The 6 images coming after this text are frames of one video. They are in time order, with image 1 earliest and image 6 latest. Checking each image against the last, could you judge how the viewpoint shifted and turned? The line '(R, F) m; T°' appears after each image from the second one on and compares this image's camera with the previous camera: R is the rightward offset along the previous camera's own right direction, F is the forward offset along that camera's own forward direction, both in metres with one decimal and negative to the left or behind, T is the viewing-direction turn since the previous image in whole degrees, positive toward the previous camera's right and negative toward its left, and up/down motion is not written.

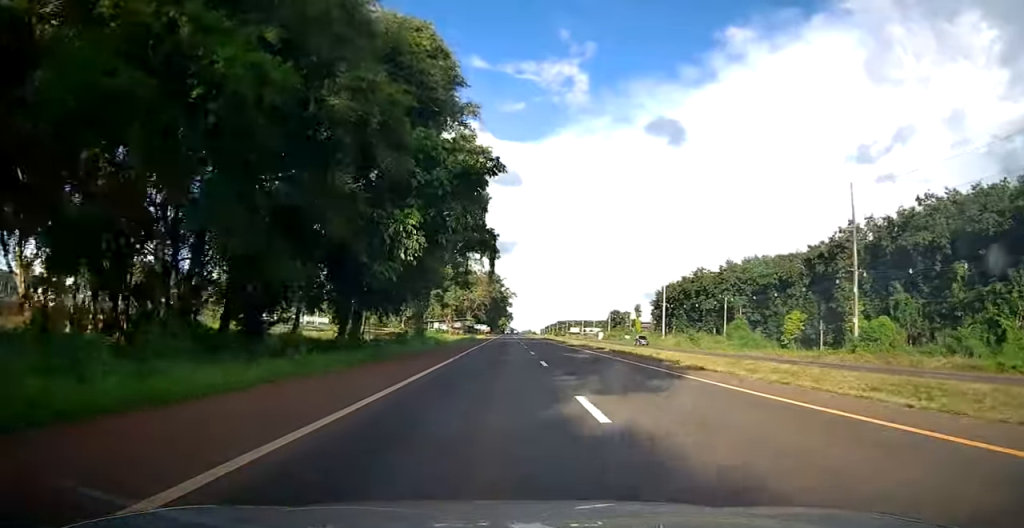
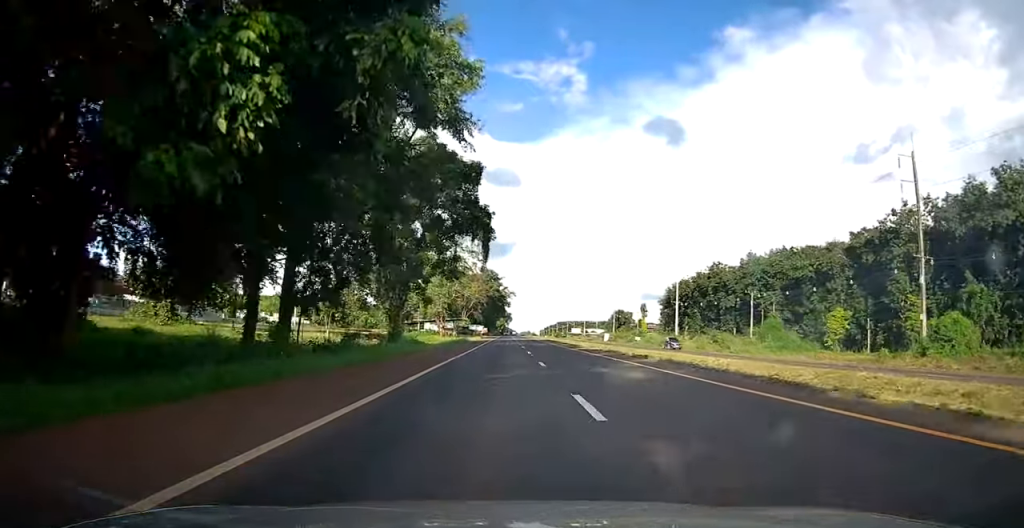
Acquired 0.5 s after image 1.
(0.0, +10.8) m; 0°
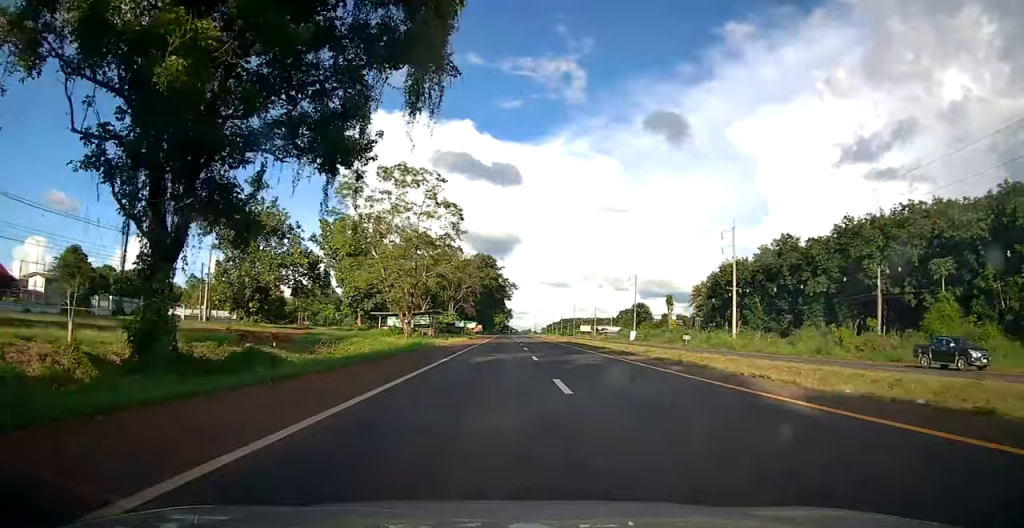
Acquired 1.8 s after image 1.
(+0.4, +30.5) m; +2°
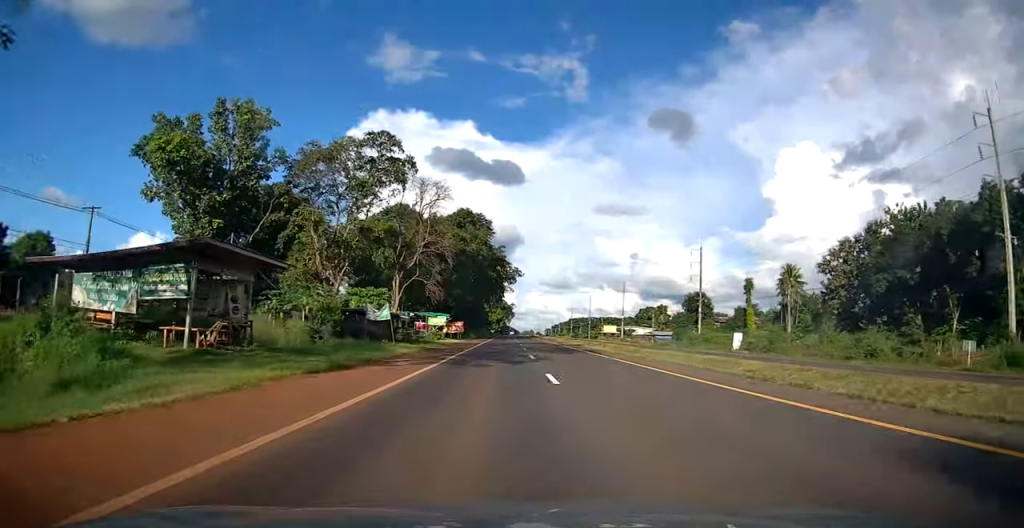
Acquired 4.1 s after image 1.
(-0.4, +56.1) m; -1°
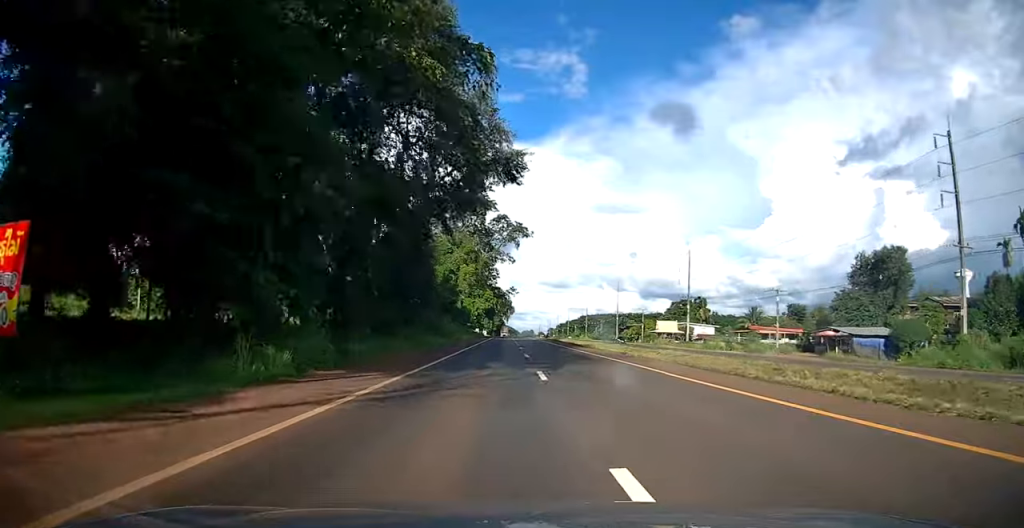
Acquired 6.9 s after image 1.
(+0.3, +71.0) m; 0°
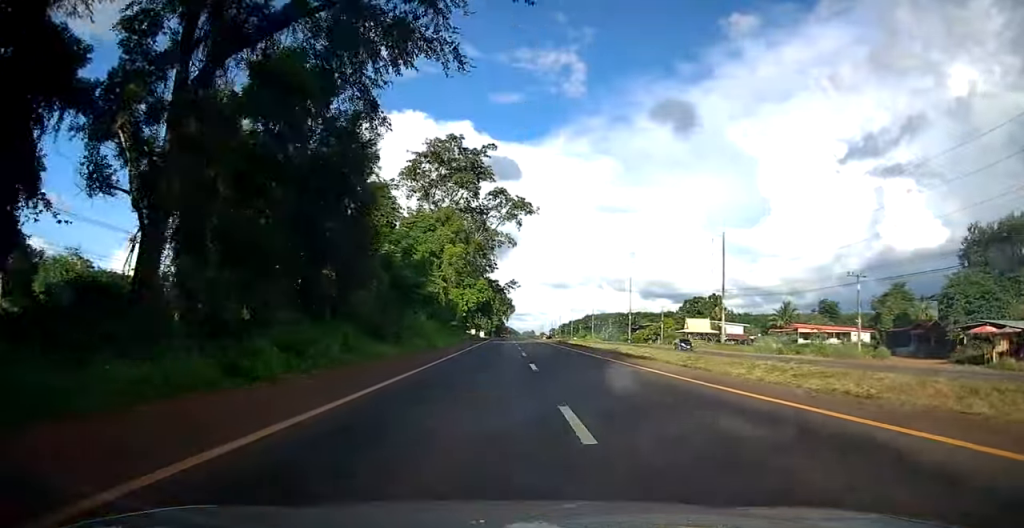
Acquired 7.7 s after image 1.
(0.0, +20.0) m; 0°
